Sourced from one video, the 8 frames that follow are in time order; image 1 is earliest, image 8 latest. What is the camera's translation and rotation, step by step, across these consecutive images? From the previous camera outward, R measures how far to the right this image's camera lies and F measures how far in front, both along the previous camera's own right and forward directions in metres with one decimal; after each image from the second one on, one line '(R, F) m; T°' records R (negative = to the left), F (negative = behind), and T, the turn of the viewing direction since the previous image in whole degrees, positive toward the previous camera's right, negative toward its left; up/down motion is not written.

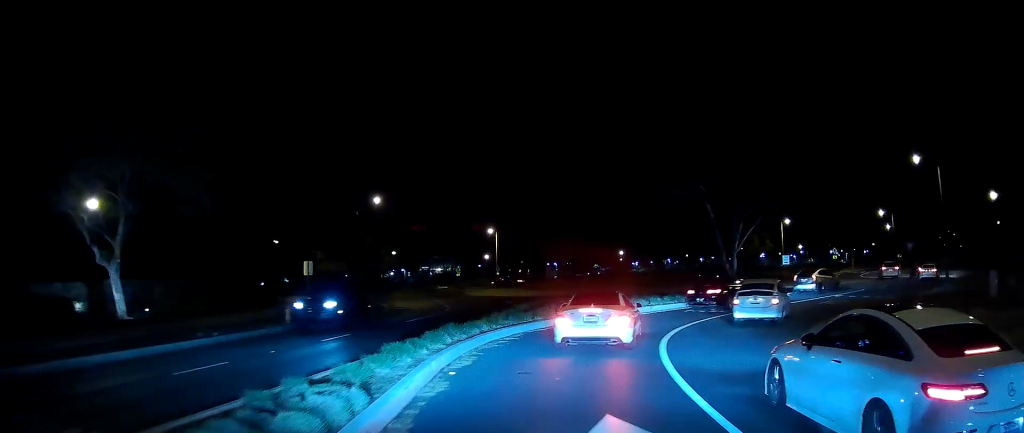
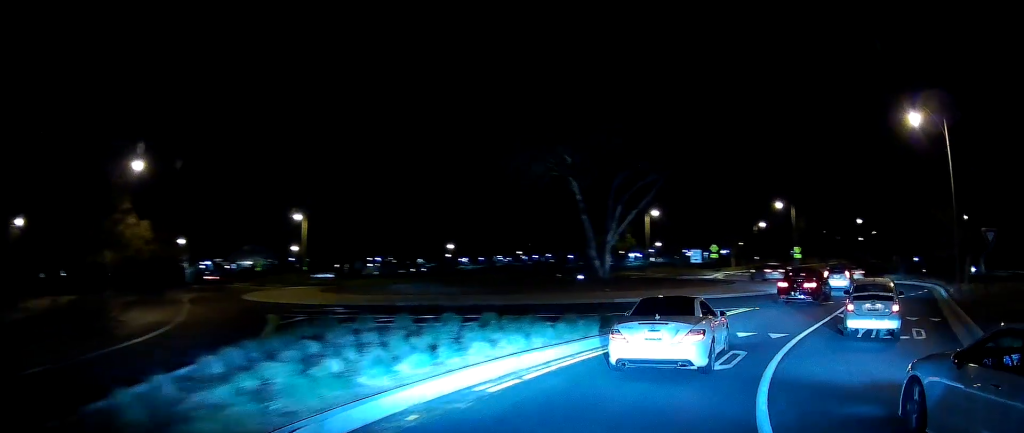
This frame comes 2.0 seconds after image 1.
(+0.8, +18.7) m; +8°
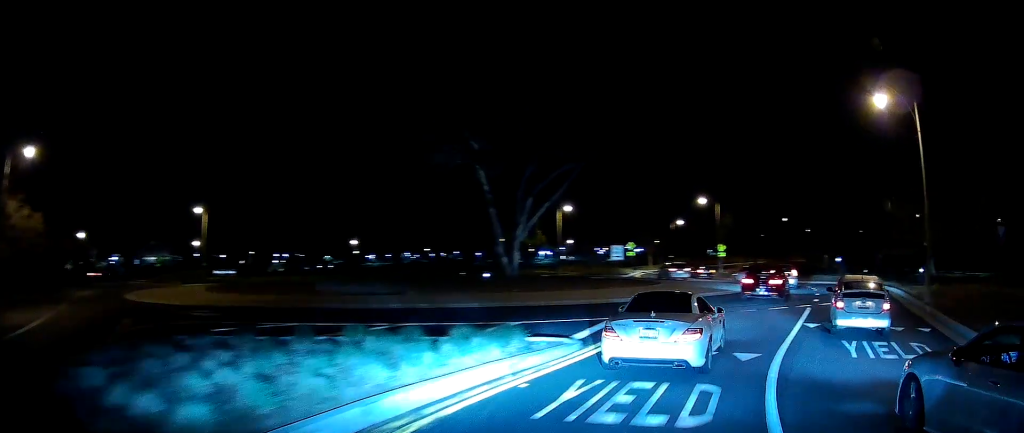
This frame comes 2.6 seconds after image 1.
(-0.2, +5.3) m; +4°
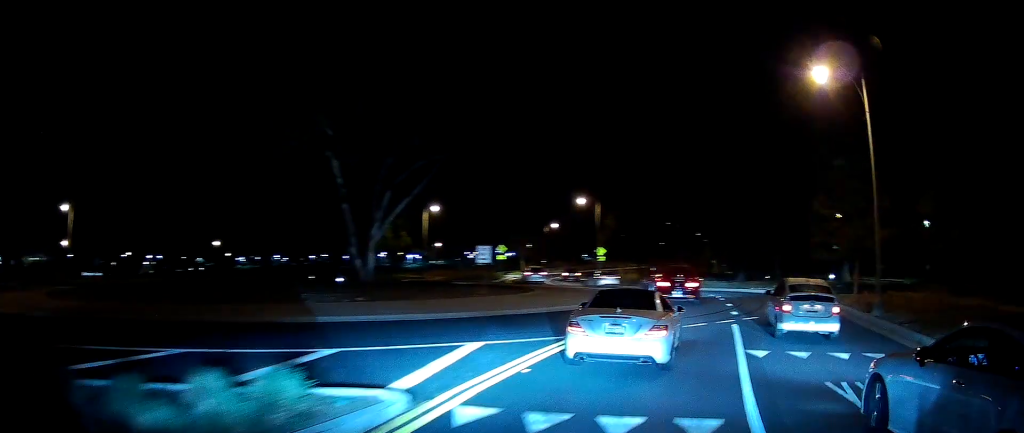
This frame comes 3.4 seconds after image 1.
(+0.7, +5.9) m; +14°
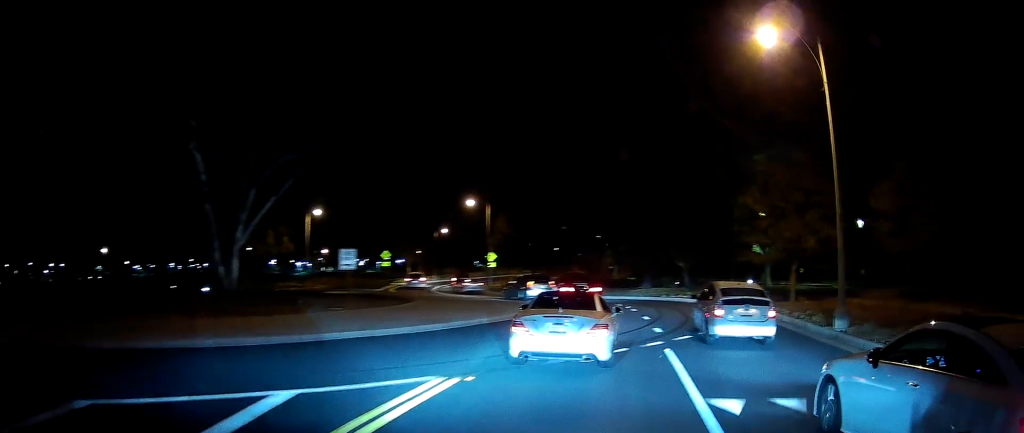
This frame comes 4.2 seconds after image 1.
(+0.8, +5.1) m; +13°
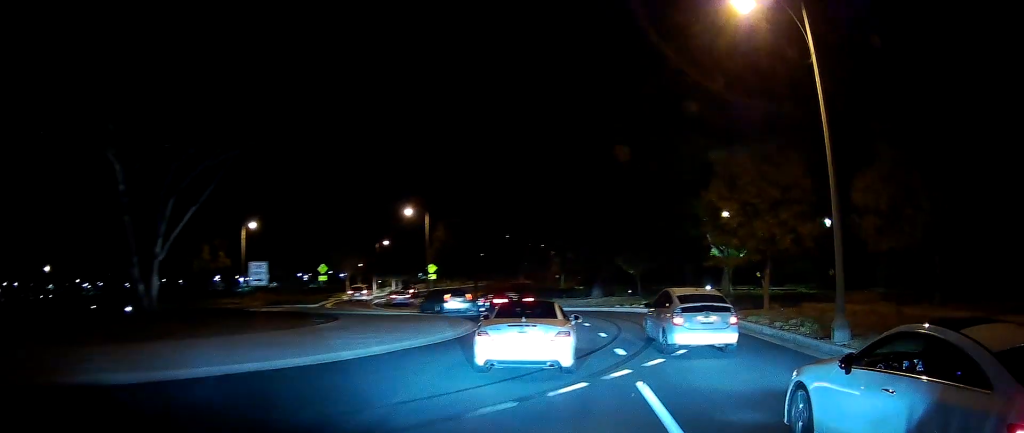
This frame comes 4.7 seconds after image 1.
(+0.2, +3.5) m; +7°
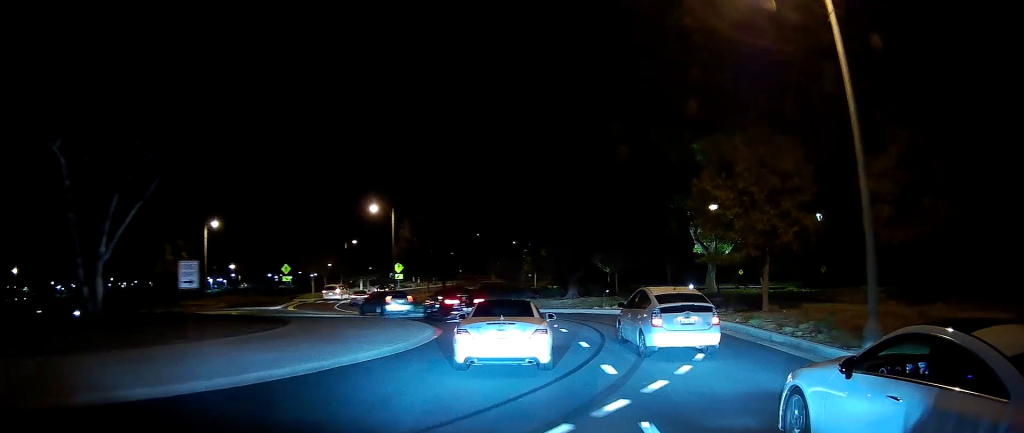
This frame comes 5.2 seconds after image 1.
(+0.2, +2.8) m; +2°
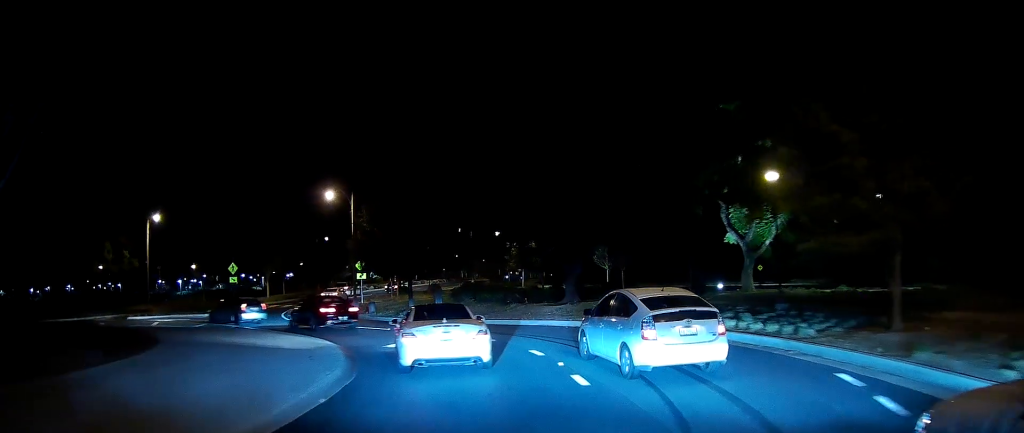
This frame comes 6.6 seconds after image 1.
(+0.2, +9.3) m; +3°
